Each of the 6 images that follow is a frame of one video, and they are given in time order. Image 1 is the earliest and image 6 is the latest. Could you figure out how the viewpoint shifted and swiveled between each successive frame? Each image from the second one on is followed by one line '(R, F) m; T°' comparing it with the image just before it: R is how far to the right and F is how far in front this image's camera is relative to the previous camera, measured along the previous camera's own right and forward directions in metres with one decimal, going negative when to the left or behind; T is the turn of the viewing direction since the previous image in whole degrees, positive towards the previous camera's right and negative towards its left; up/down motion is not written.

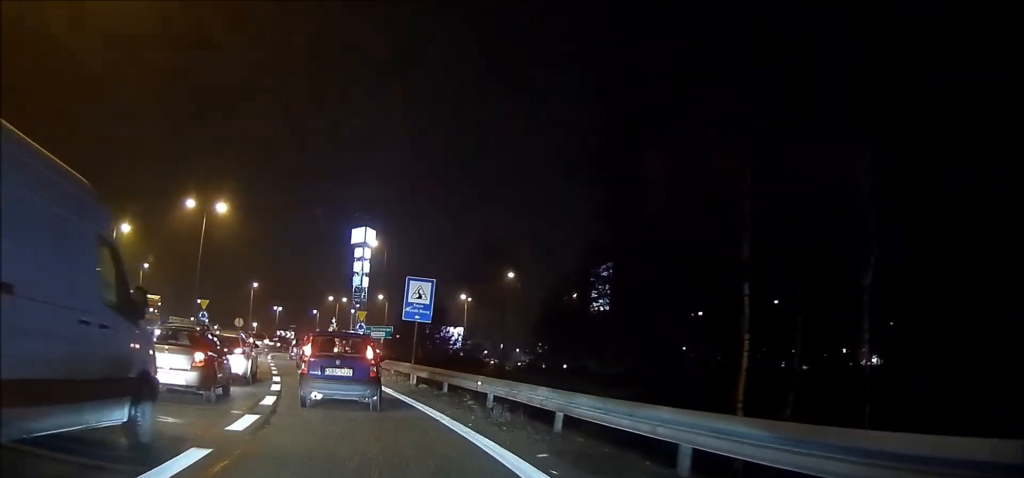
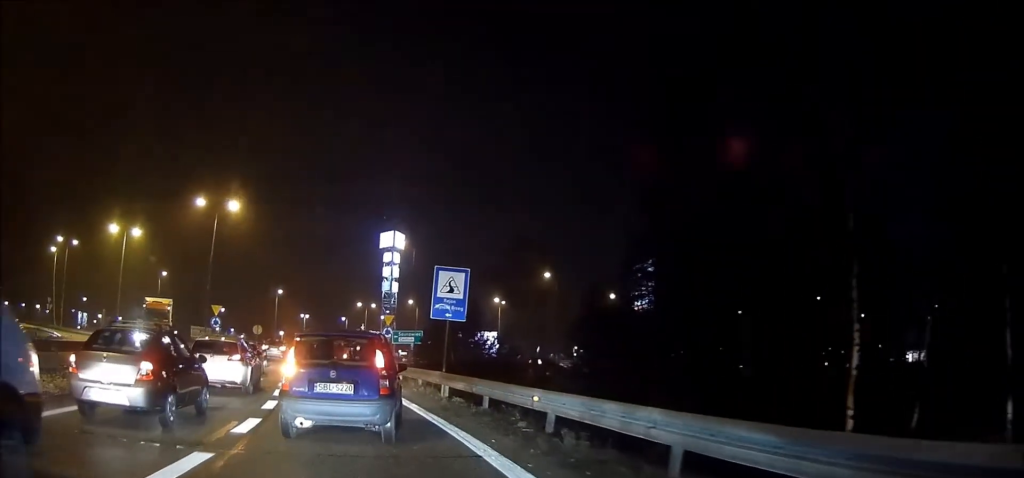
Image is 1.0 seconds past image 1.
(-0.4, +5.9) m; -9°
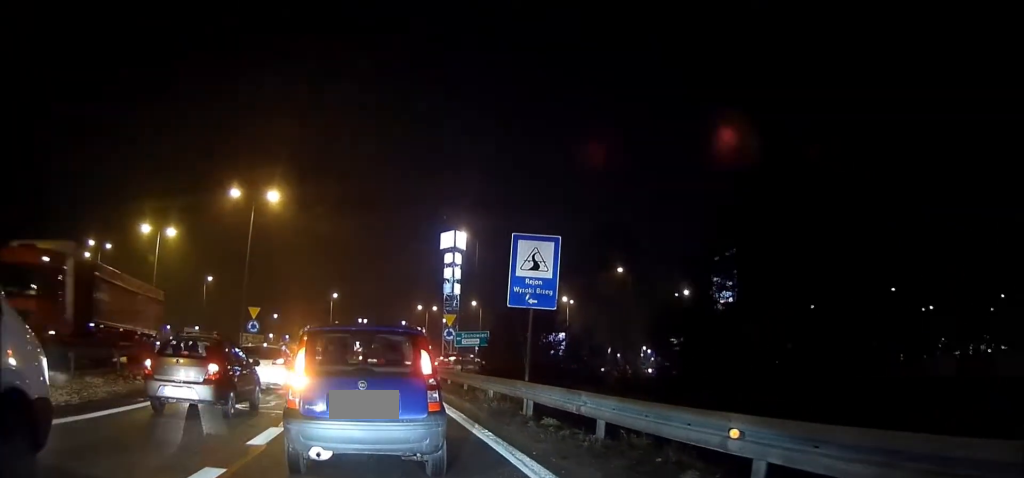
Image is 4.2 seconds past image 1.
(-0.7, +7.8) m; -6°
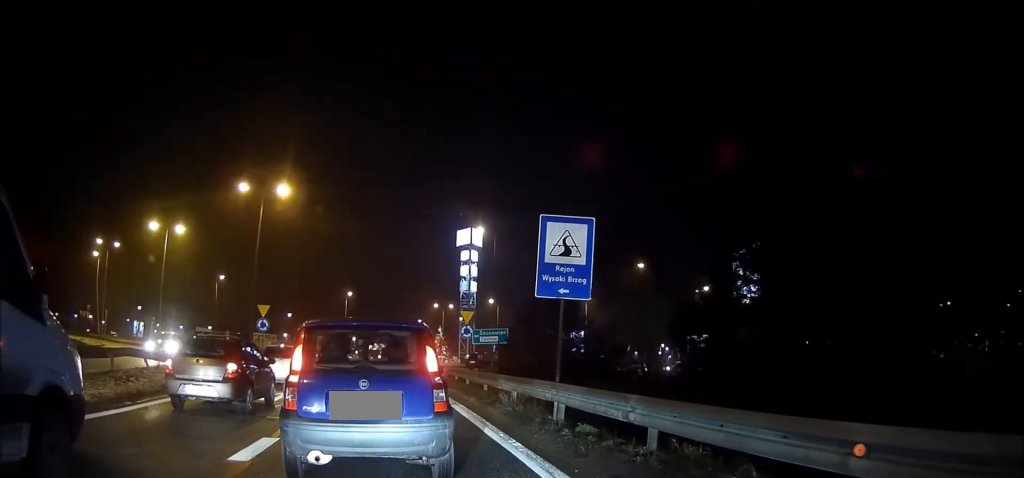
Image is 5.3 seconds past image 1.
(-0.1, +1.1) m; 0°
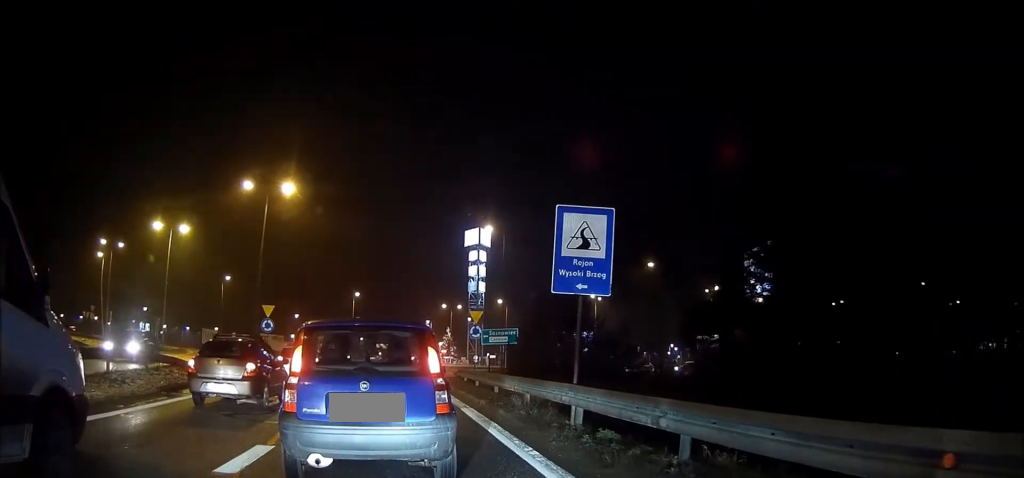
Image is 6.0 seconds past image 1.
(0.0, +0.6) m; 0°
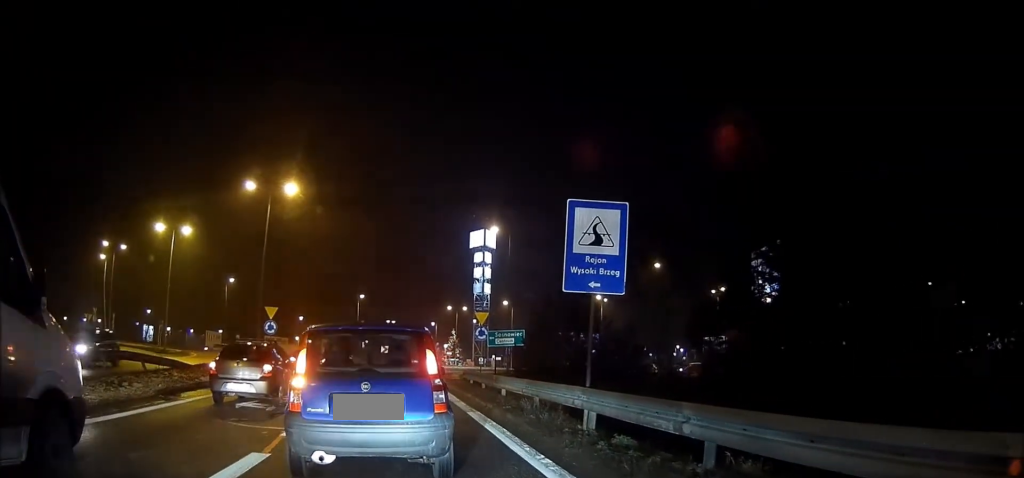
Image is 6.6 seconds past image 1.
(0.0, +0.5) m; 0°
